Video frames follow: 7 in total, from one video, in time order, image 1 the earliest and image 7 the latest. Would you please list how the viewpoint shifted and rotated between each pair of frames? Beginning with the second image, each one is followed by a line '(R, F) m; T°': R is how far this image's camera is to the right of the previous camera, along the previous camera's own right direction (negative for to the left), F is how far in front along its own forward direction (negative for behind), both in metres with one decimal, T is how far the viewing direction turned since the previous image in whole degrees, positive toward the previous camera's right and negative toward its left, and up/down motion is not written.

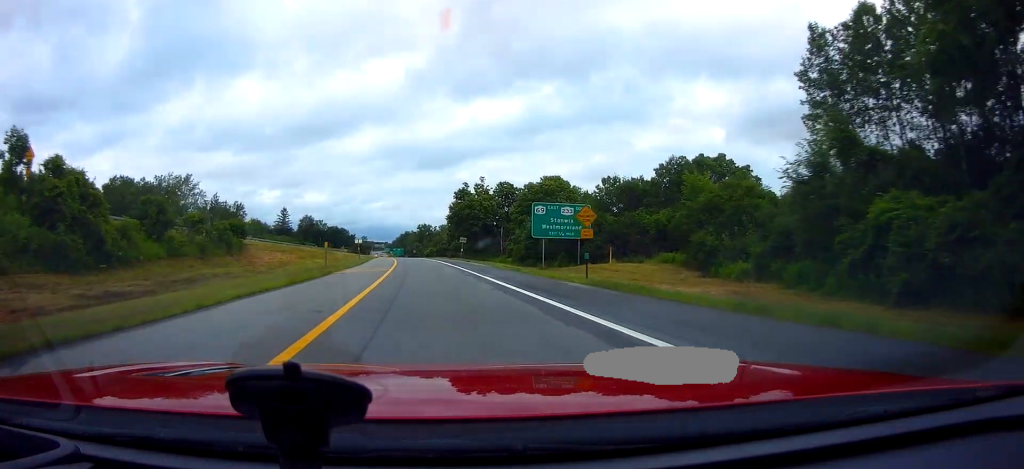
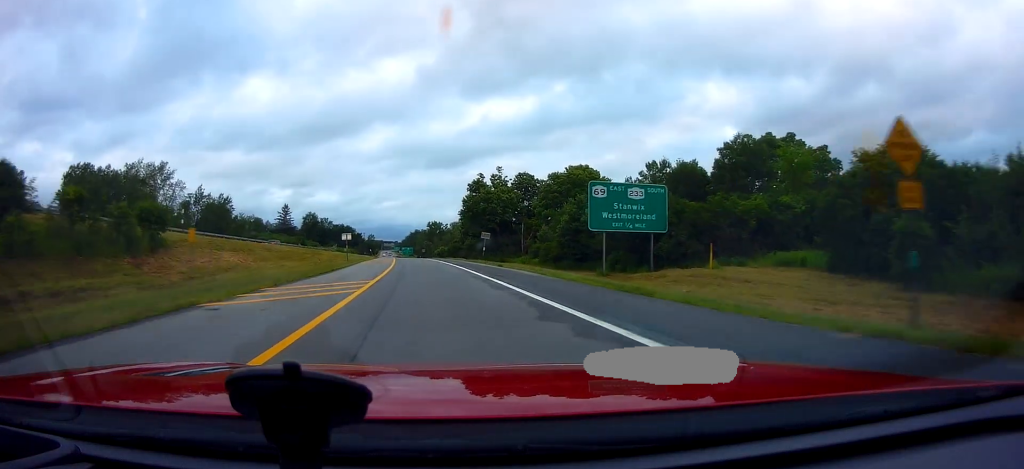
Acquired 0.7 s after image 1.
(-0.8, +18.4) m; -2°
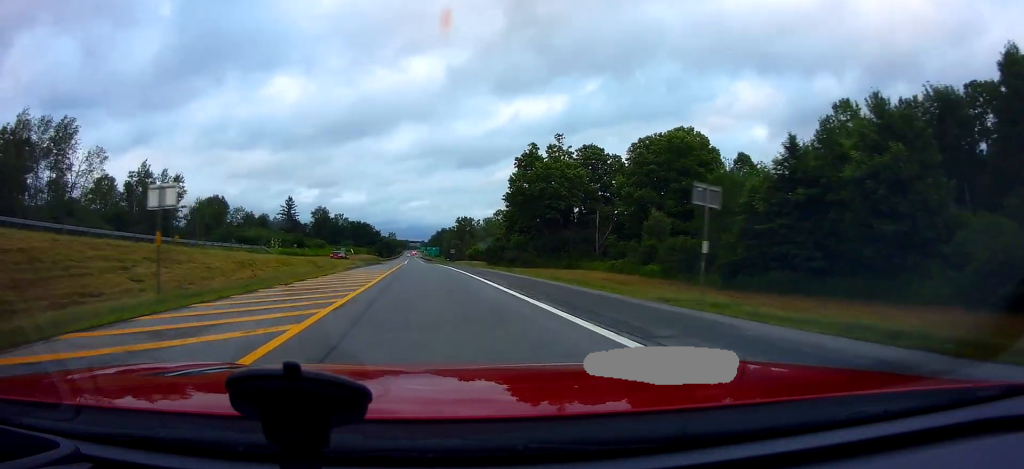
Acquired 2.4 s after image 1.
(-0.6, +42.4) m; -2°
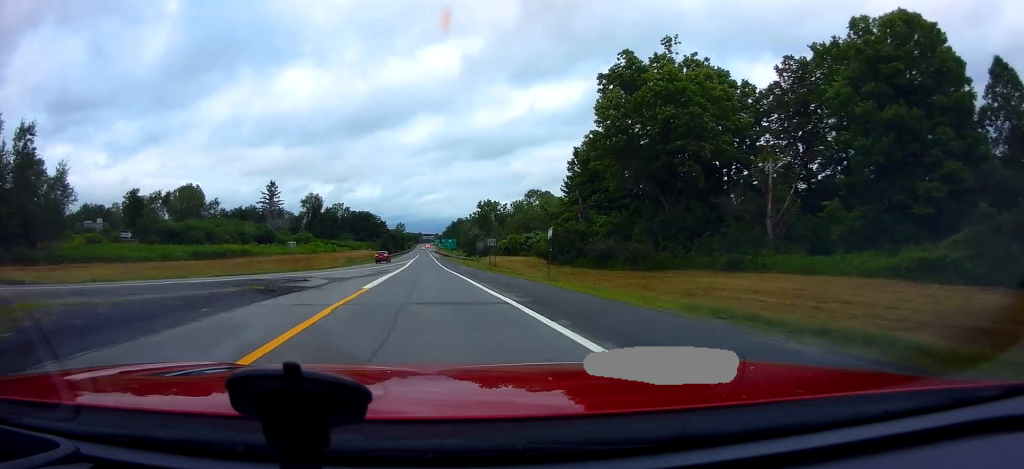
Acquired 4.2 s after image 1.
(-2.3, +46.7) m; -2°
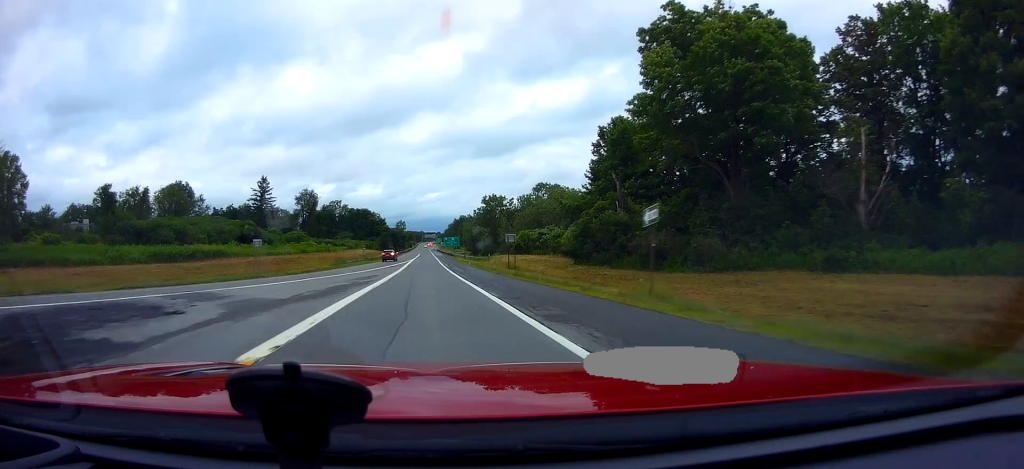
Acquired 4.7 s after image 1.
(+0.3, +12.2) m; +1°
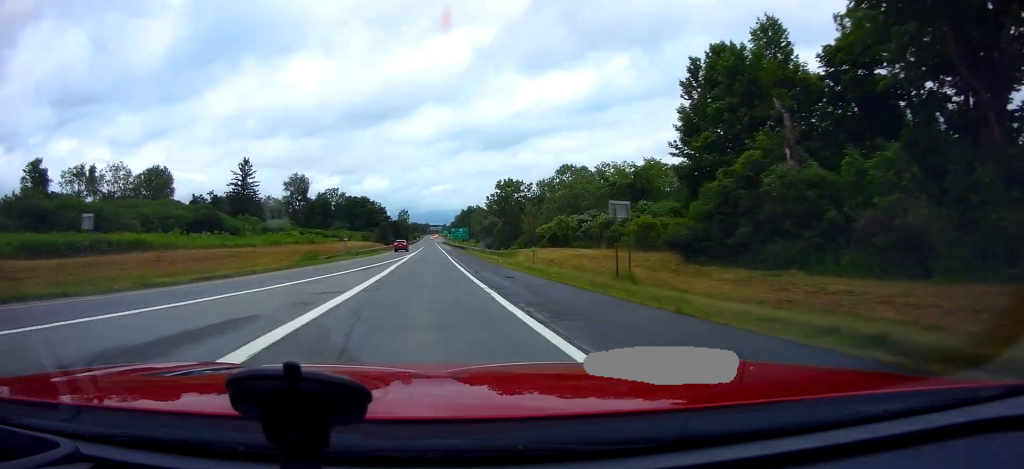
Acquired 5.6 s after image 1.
(+0.5, +24.7) m; +1°
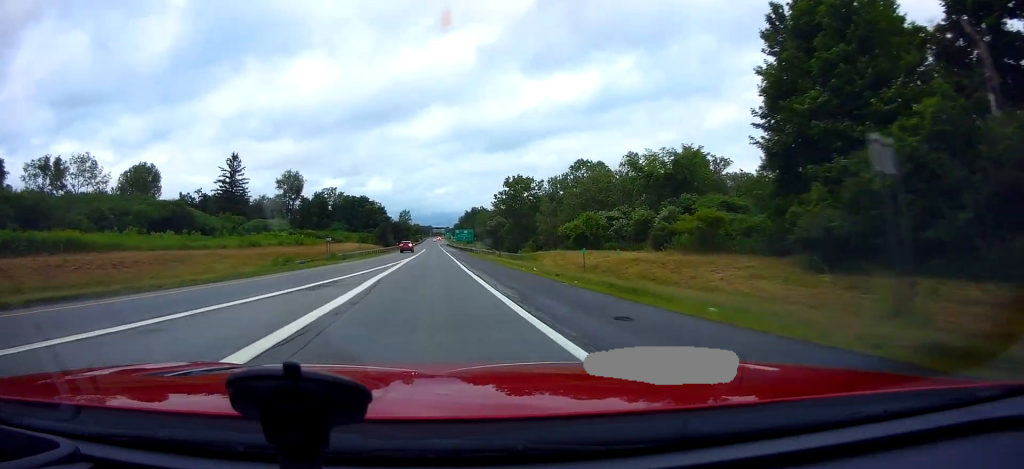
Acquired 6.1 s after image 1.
(+0.2, +12.4) m; -1°
